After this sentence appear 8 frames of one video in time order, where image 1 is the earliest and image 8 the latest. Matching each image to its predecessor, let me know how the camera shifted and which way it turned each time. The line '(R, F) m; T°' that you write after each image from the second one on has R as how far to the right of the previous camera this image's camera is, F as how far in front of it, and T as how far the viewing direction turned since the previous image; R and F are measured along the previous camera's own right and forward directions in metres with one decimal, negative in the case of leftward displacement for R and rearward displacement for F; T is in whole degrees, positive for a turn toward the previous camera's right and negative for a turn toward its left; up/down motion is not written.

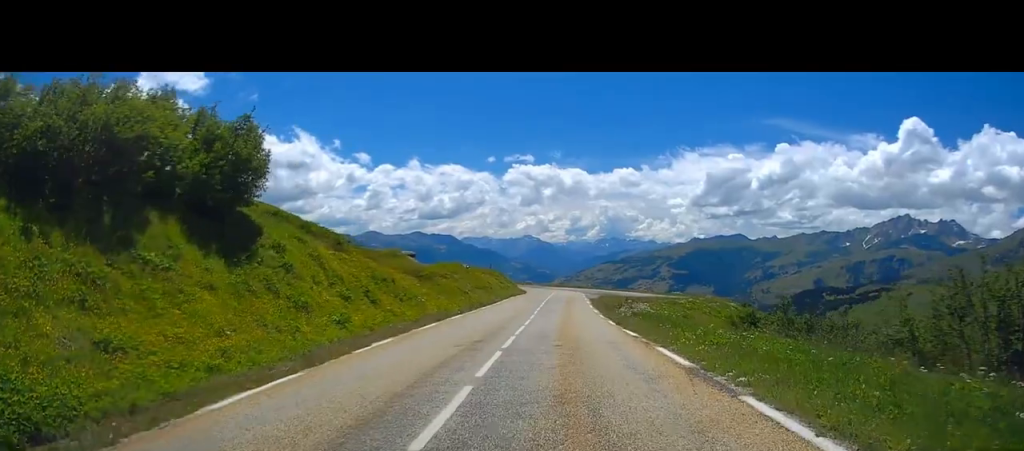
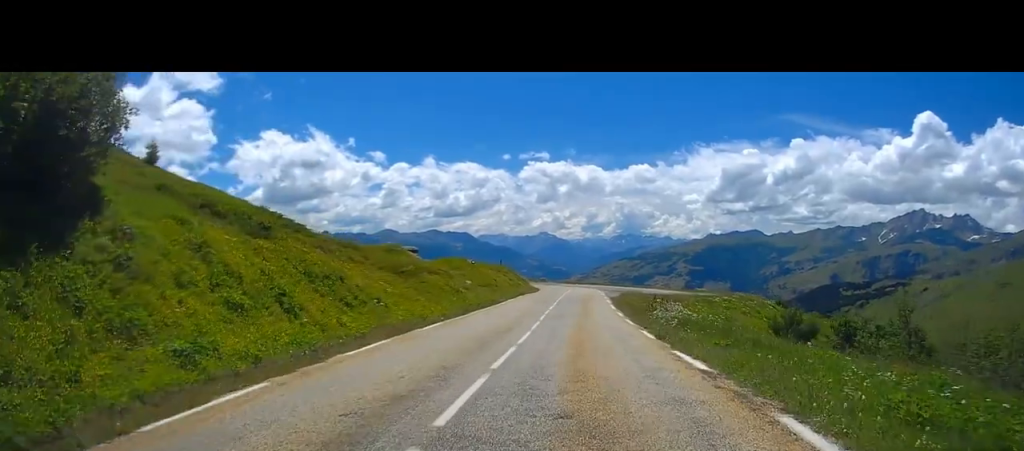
(-0.2, +7.2) m; 0°
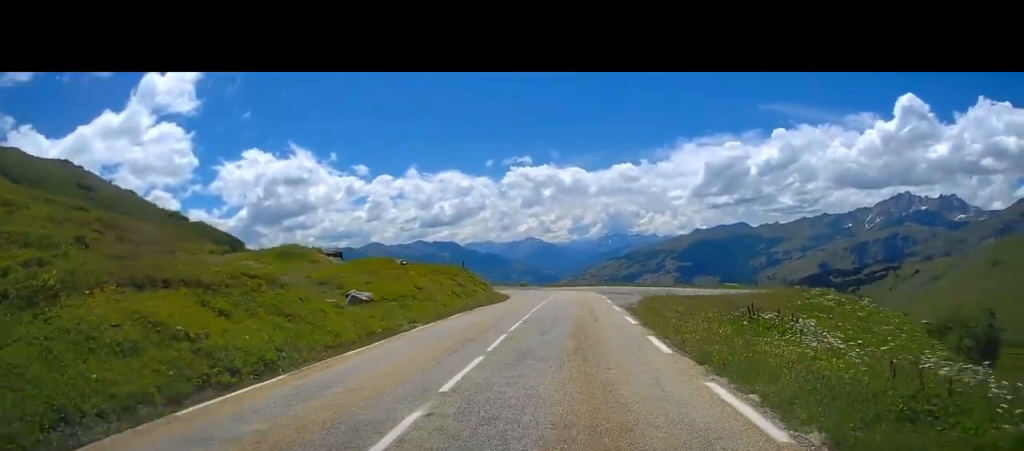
(+0.4, +22.0) m; +1°
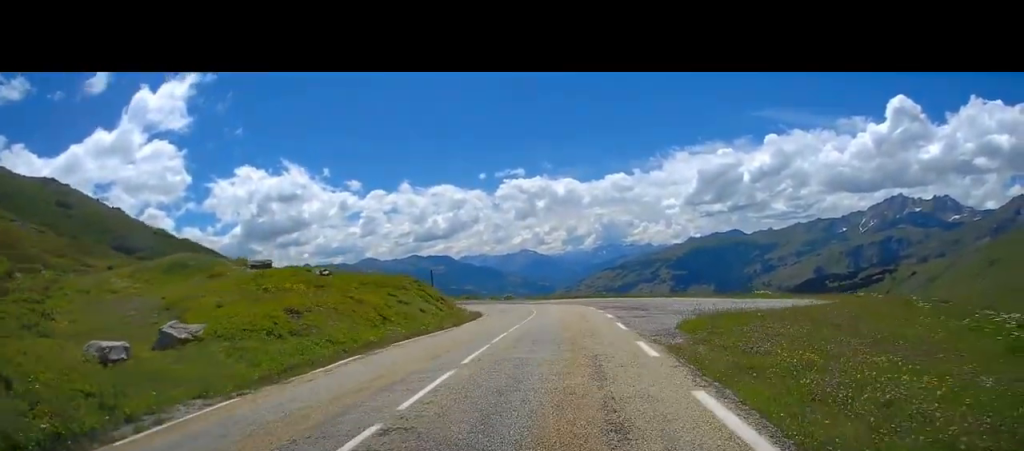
(-0.1, +13.1) m; -1°
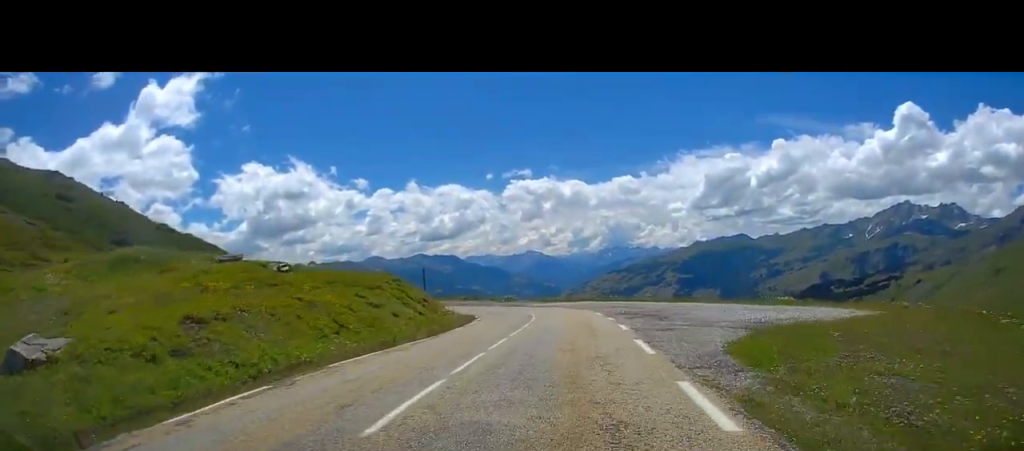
(0.0, +5.3) m; -1°
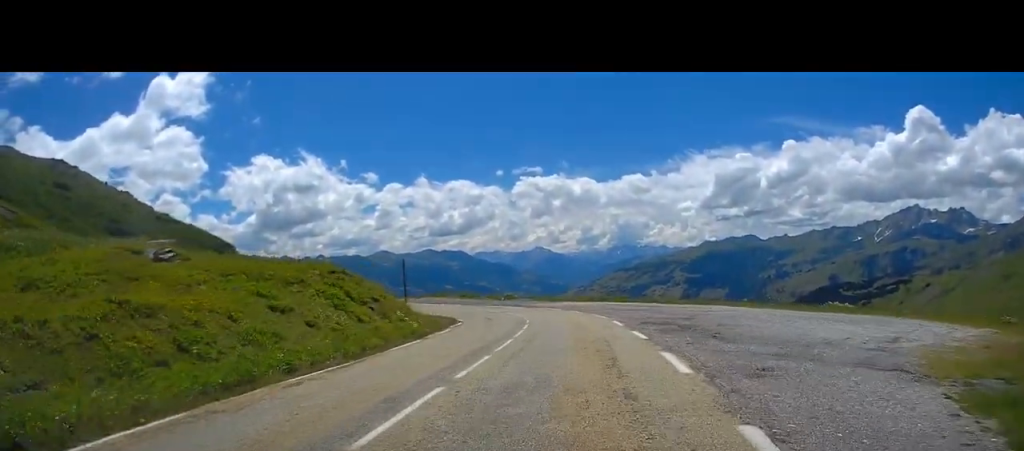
(0.0, +9.1) m; -2°
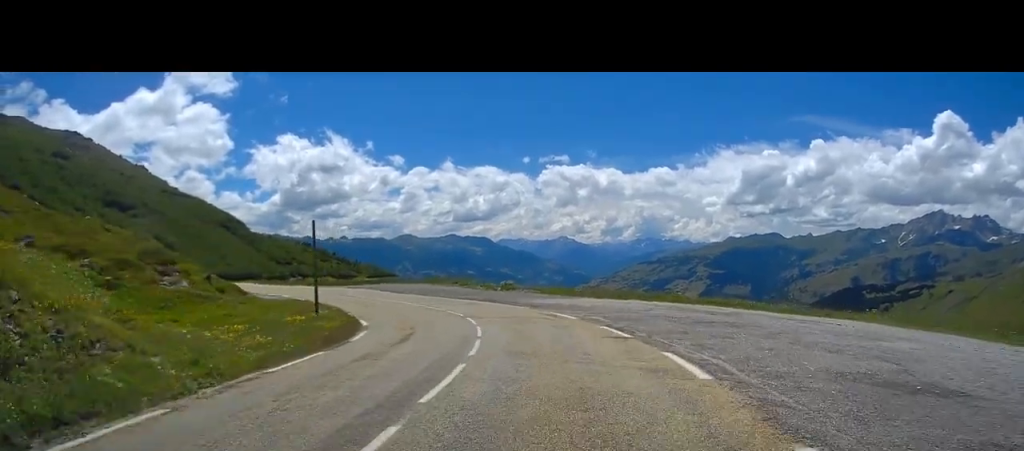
(-0.5, +20.0) m; -3°
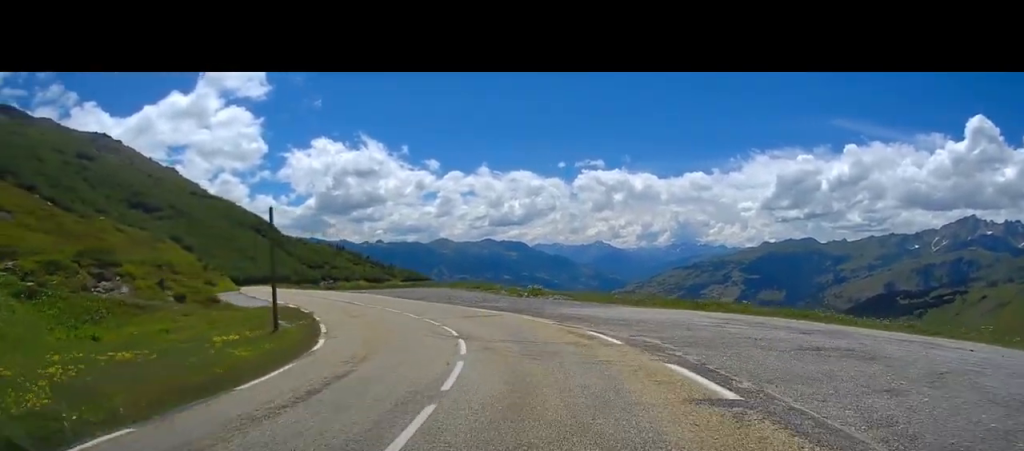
(0.0, +7.3) m; -3°
